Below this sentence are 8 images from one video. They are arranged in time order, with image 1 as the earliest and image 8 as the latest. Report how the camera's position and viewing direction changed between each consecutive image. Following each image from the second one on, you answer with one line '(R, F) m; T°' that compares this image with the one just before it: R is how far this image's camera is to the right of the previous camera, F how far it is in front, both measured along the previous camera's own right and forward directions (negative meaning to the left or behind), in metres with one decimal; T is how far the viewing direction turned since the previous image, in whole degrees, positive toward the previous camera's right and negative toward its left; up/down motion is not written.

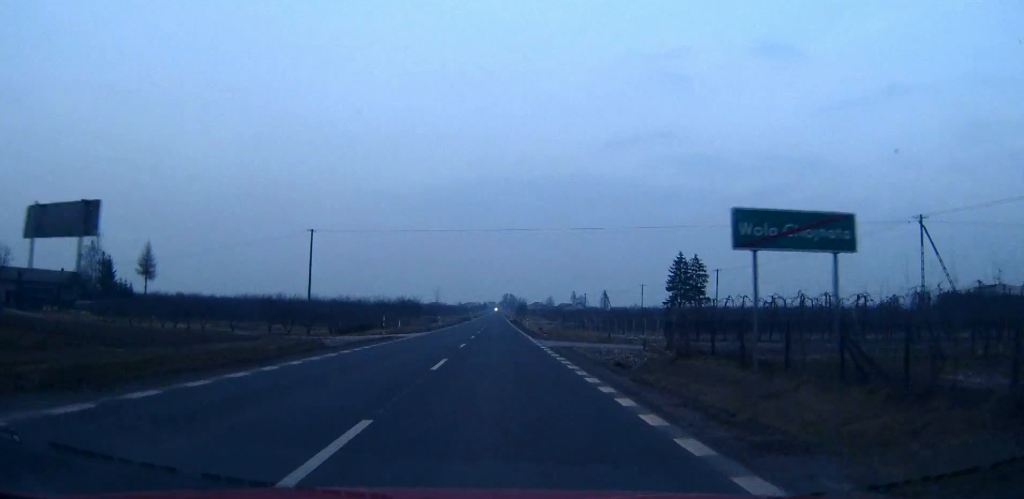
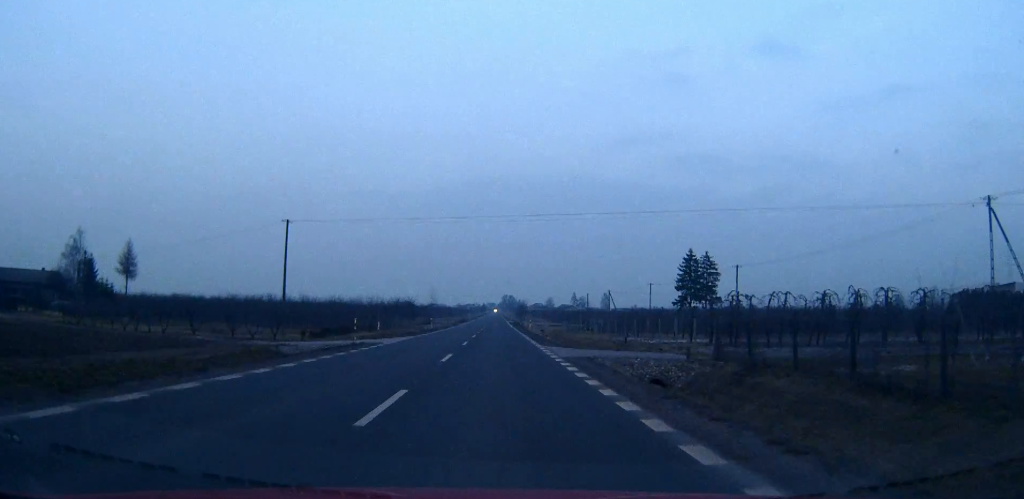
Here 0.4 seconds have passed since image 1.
(0.0, +8.4) m; 0°
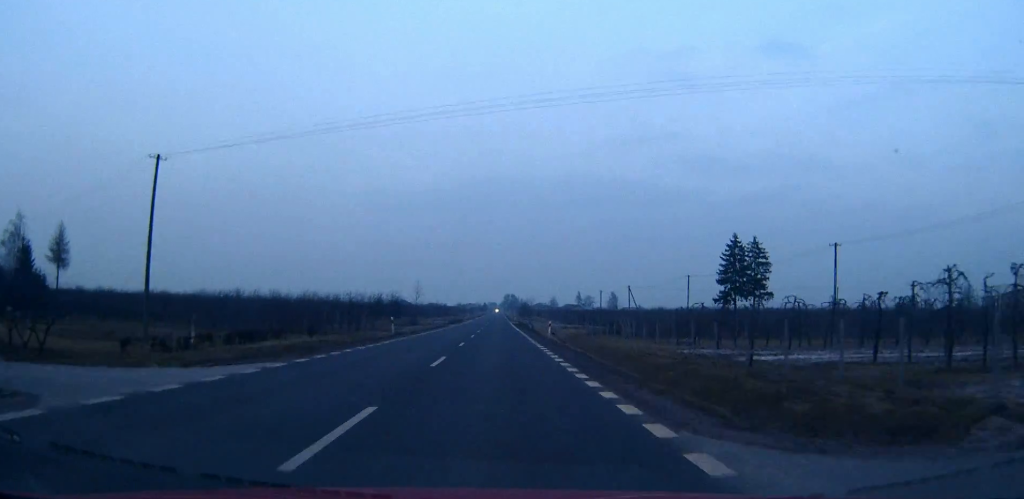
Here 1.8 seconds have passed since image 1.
(0.0, +26.4) m; 0°
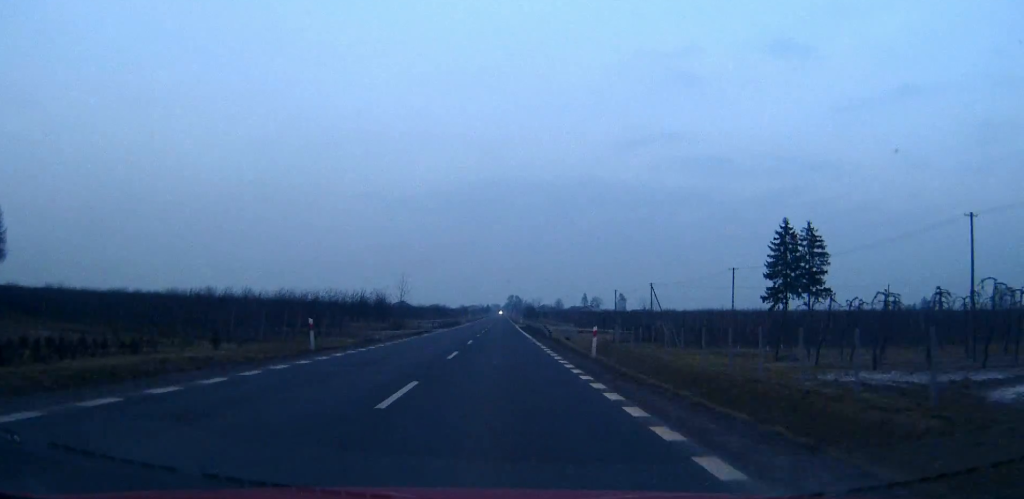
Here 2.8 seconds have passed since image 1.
(0.0, +19.9) m; 0°
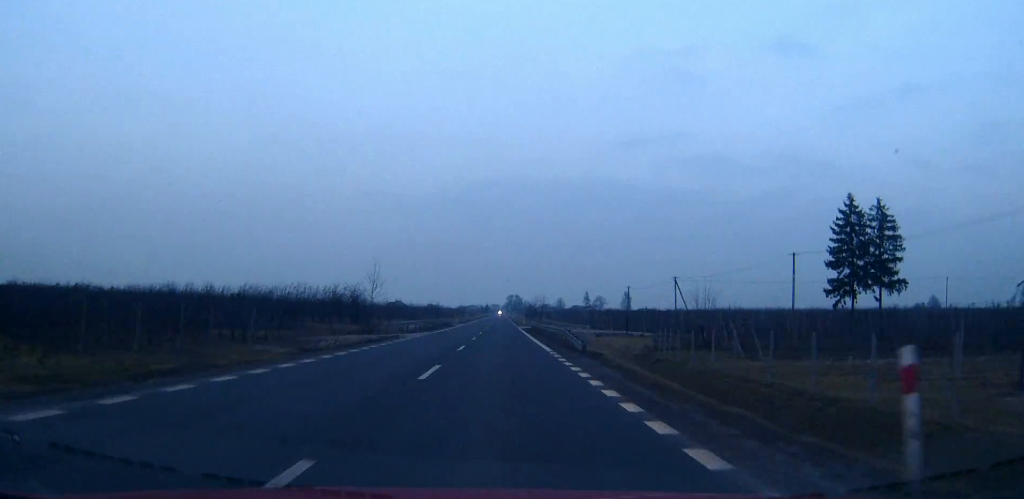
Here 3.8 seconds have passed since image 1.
(0.0, +19.4) m; 0°
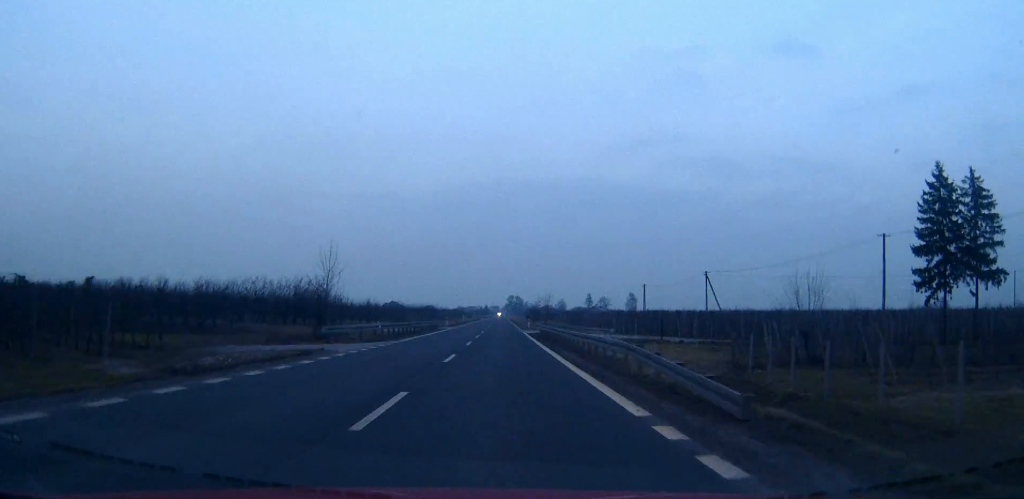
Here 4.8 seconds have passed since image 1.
(0.0, +18.2) m; 0°
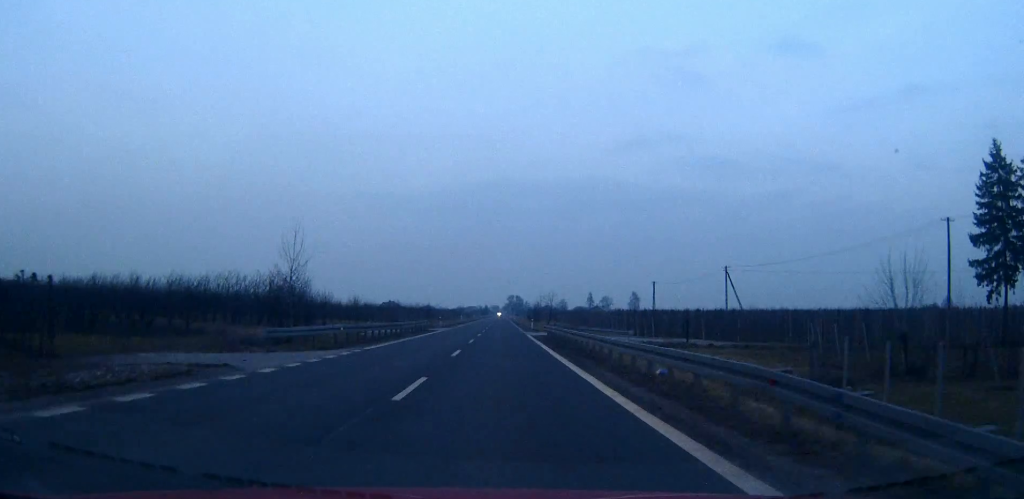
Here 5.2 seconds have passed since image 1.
(0.0, +9.1) m; 0°
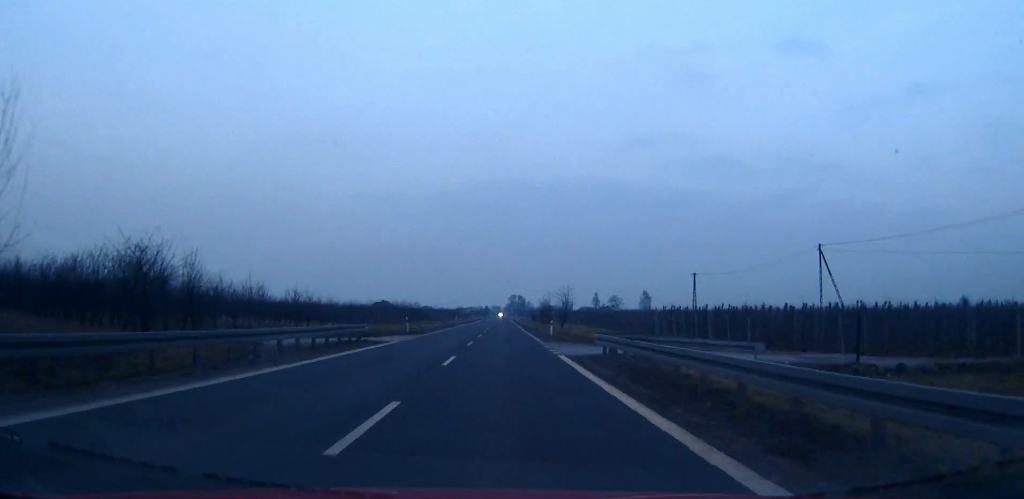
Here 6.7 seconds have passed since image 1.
(+0.1, +28.0) m; 0°
